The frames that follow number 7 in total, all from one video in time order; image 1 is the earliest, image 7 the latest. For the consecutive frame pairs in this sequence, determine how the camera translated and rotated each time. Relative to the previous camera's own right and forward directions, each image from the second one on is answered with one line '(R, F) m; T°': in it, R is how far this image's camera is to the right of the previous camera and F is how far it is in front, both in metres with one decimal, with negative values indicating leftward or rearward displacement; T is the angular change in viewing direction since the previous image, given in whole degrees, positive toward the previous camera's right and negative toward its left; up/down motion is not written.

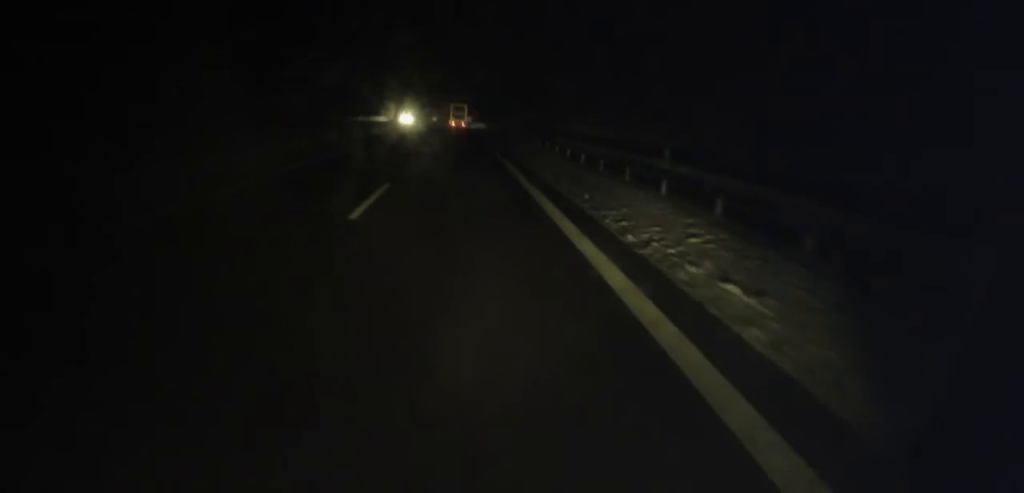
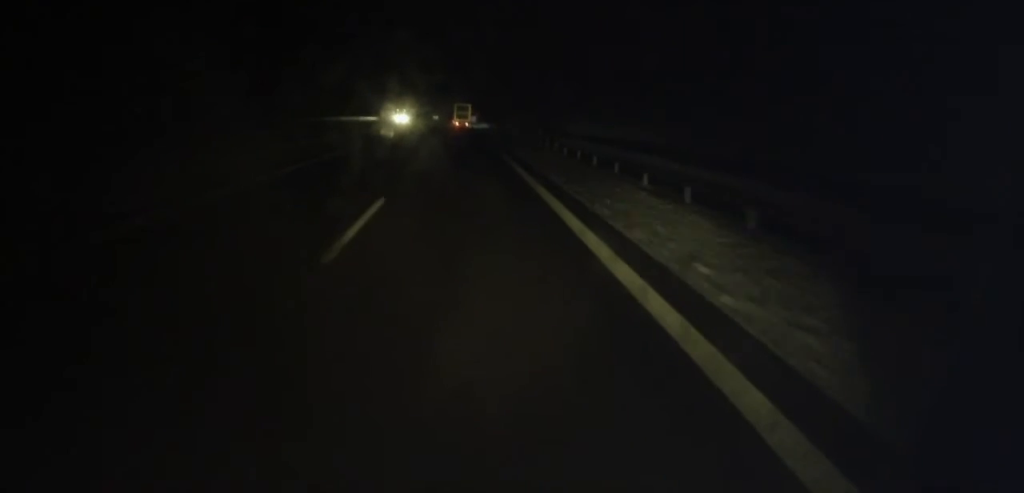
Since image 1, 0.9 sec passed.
(+0.1, +21.3) m; 0°
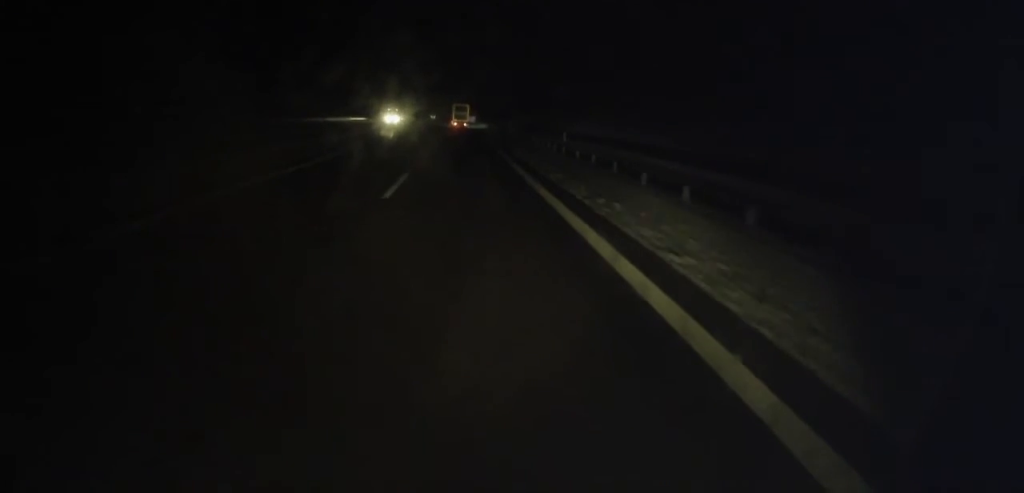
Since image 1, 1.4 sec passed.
(+0.2, +11.9) m; 0°
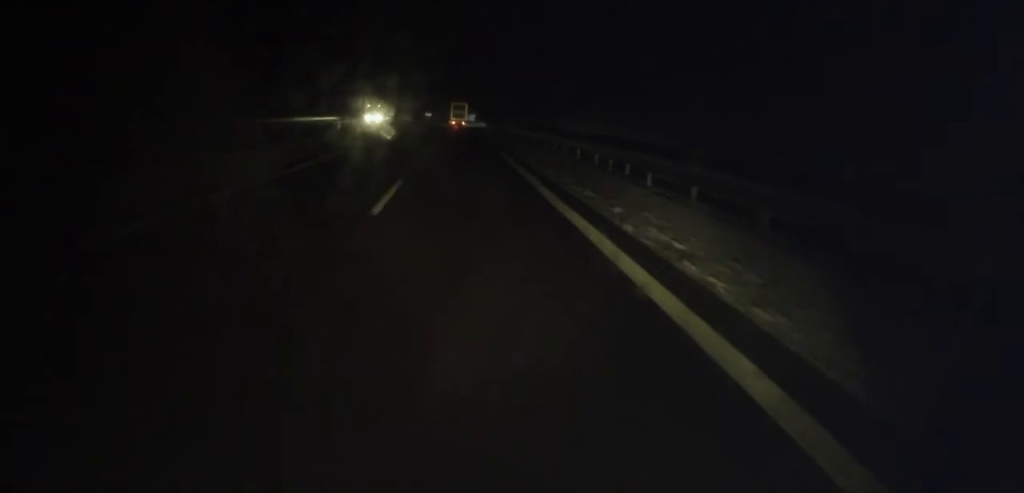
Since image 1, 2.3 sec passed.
(-0.3, +20.6) m; 0°
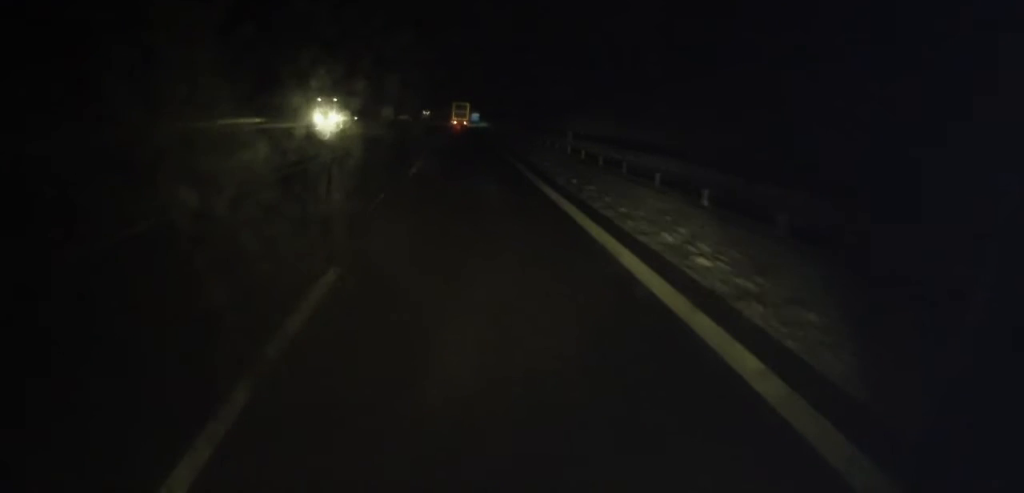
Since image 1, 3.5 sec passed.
(+0.2, +28.4) m; 0°
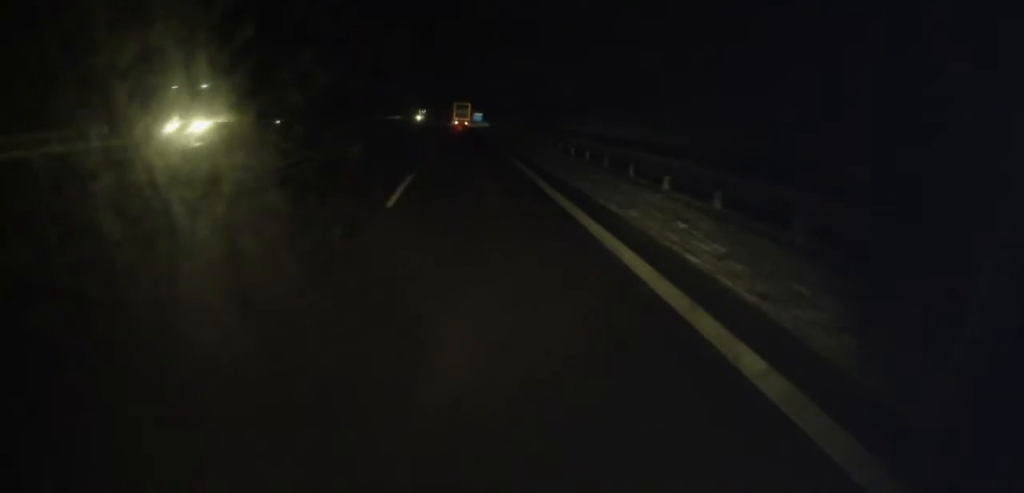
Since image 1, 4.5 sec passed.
(-0.3, +24.4) m; -1°
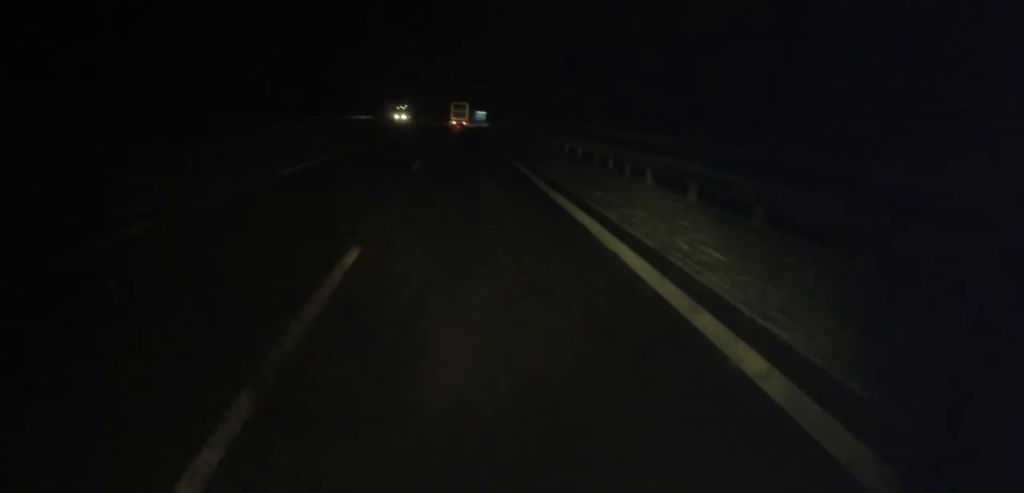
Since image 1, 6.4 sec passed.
(+0.6, +46.2) m; +1°
